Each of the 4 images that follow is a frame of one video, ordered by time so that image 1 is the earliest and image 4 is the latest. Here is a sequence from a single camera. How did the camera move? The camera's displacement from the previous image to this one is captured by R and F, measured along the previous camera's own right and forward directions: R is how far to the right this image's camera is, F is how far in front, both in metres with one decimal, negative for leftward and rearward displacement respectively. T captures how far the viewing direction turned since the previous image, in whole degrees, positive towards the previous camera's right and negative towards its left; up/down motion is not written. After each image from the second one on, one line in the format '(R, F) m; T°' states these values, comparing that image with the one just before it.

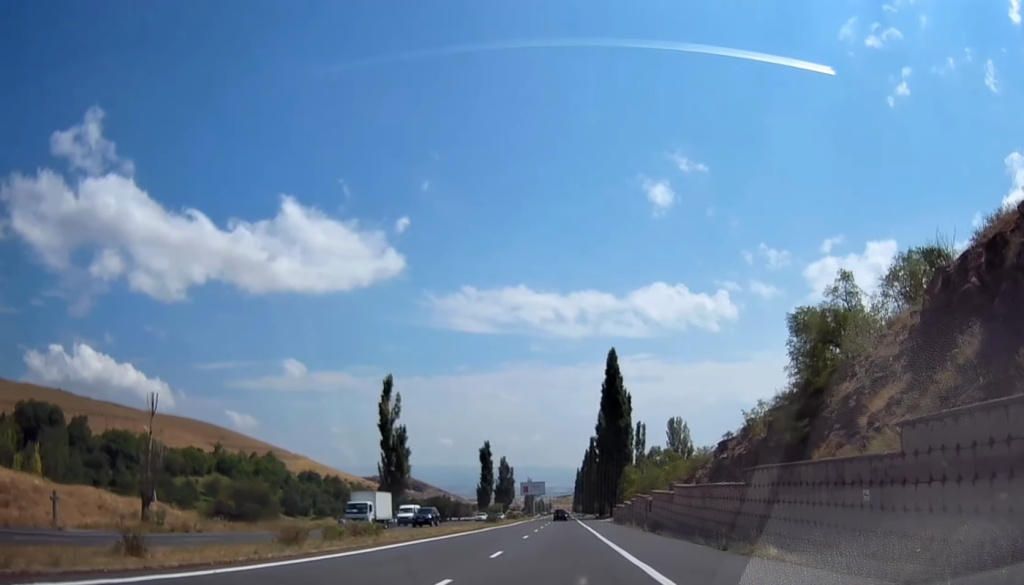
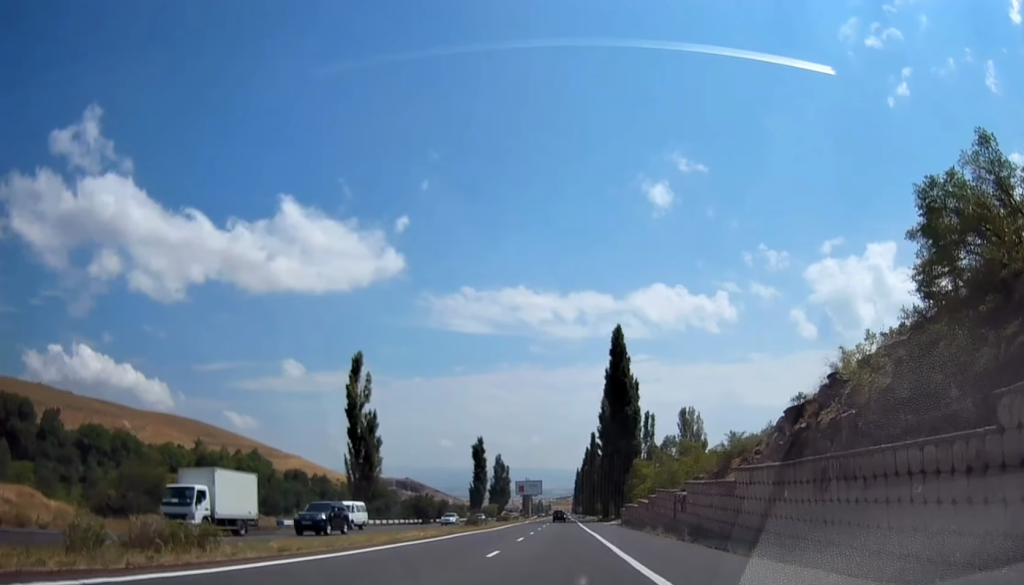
(+0.2, +14.0) m; 0°
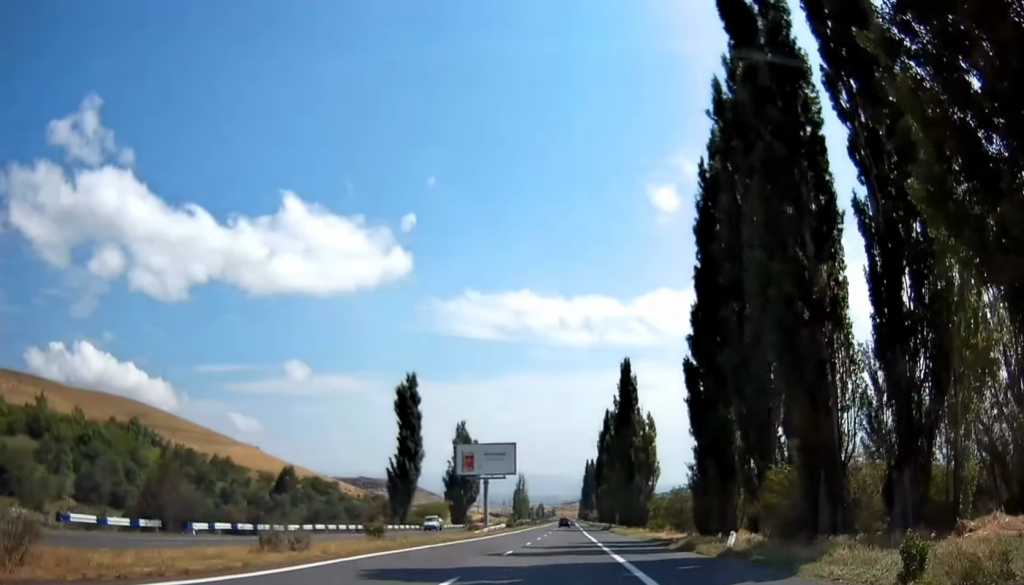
(-2.4, +90.8) m; -1°
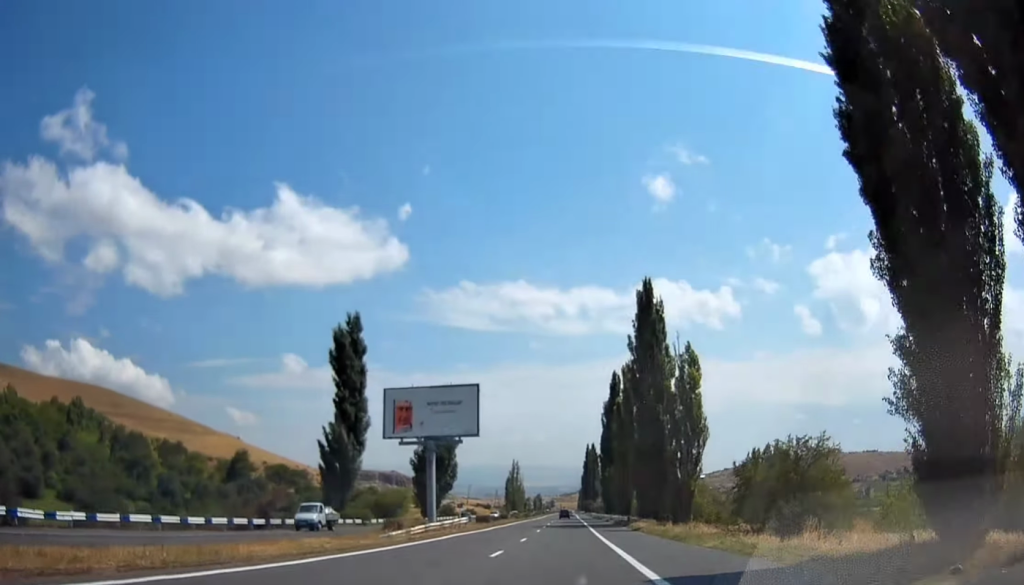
(-0.1, +27.9) m; -1°
